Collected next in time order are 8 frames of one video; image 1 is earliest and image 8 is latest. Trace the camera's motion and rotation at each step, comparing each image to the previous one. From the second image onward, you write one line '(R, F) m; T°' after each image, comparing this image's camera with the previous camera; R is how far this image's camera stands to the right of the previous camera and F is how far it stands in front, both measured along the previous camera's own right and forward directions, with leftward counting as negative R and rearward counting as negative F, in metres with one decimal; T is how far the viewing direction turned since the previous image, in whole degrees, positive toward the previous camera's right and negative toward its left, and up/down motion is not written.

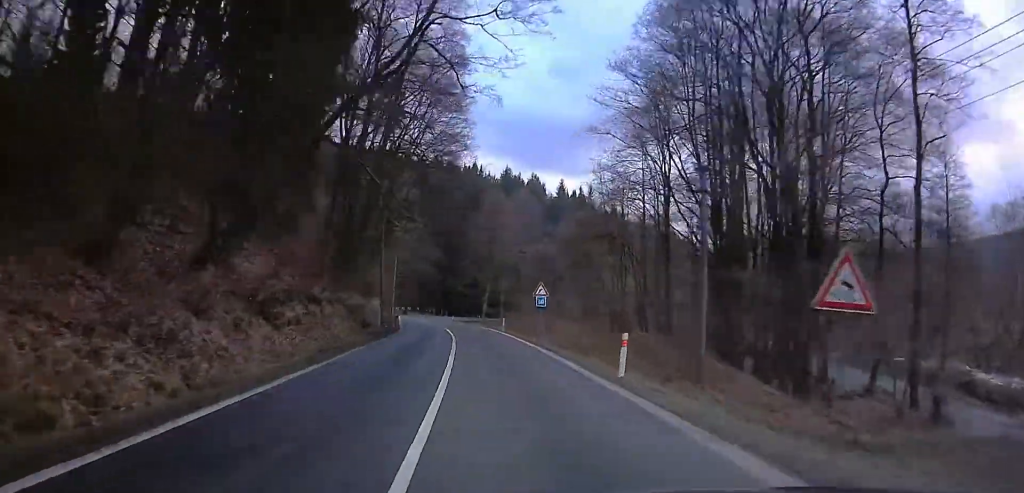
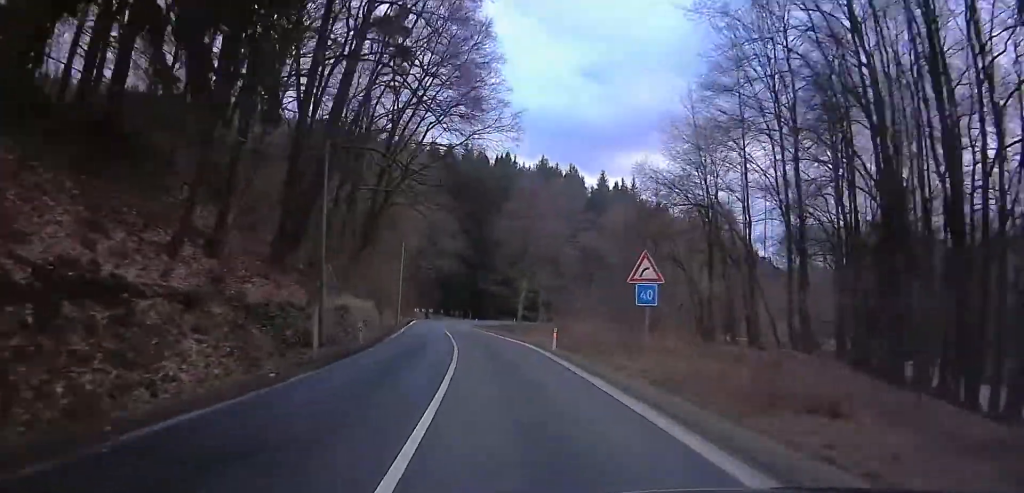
(+0.1, +18.5) m; +3°
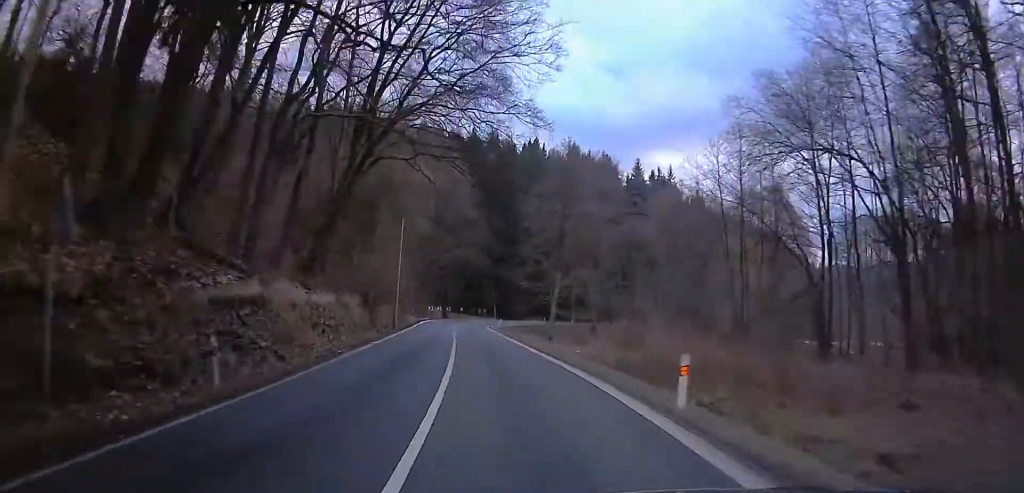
(+0.6, +14.0) m; +3°
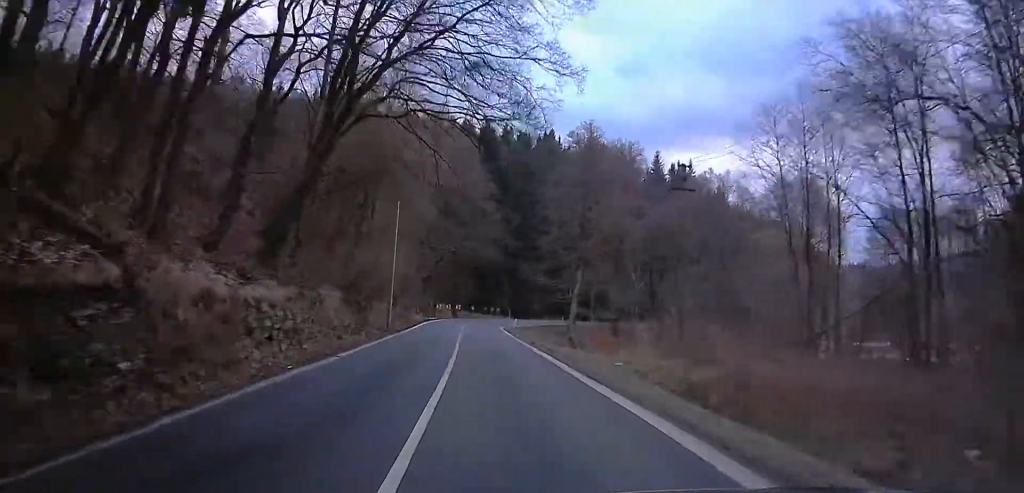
(+0.1, +7.2) m; 0°
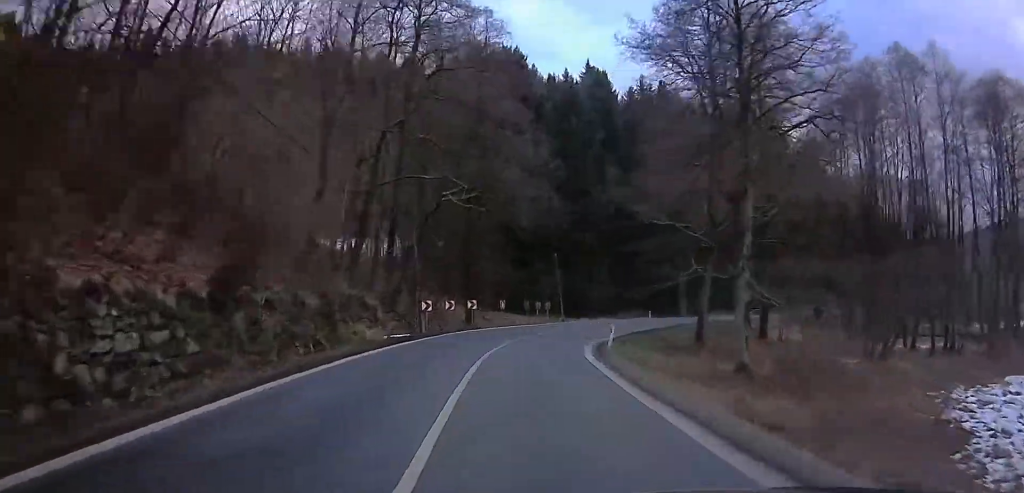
(+0.3, +40.5) m; -8°
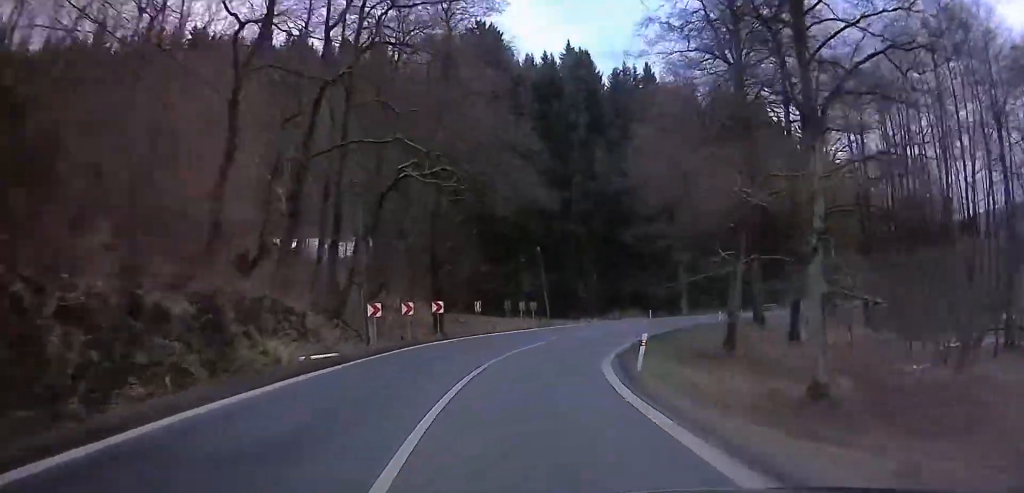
(+0.1, +8.1) m; -4°
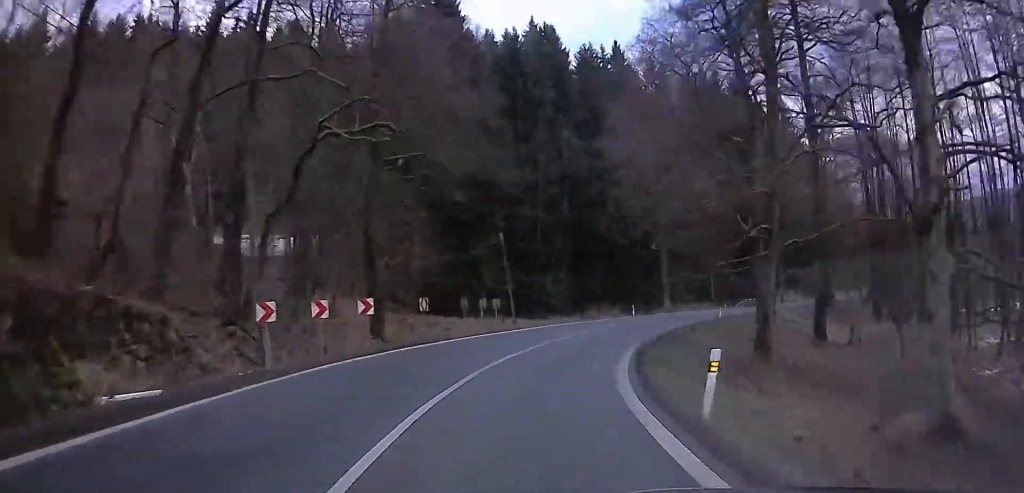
(-2.1, +5.6) m; +3°
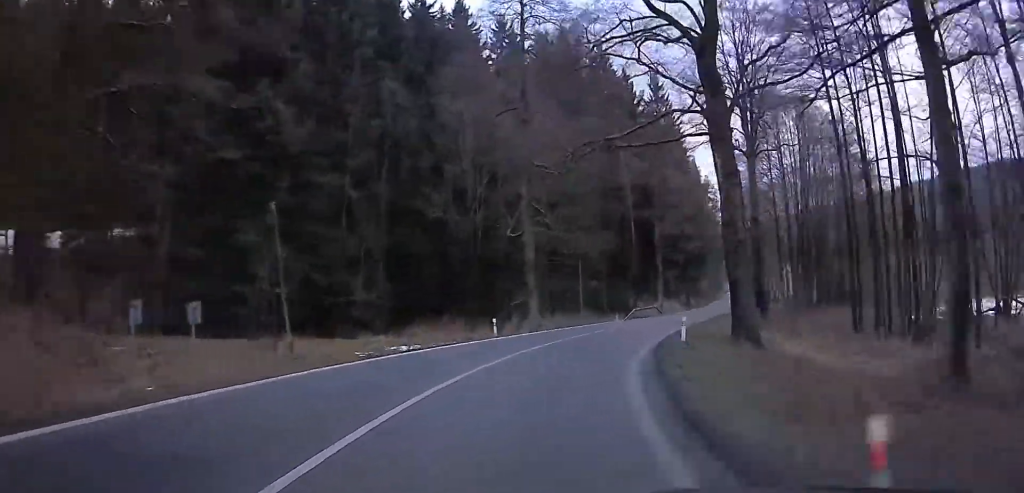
(+3.9, +20.5) m; +18°
